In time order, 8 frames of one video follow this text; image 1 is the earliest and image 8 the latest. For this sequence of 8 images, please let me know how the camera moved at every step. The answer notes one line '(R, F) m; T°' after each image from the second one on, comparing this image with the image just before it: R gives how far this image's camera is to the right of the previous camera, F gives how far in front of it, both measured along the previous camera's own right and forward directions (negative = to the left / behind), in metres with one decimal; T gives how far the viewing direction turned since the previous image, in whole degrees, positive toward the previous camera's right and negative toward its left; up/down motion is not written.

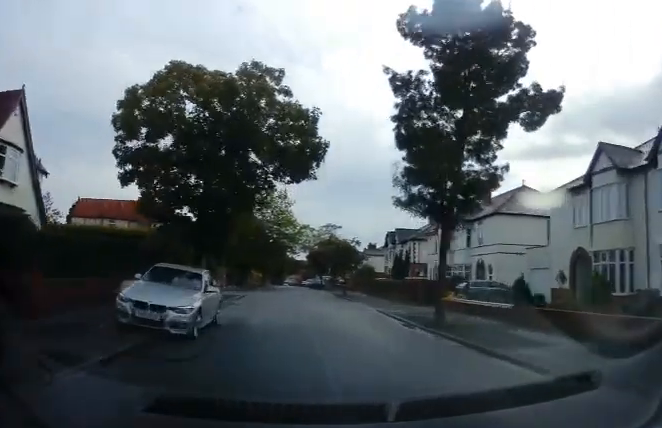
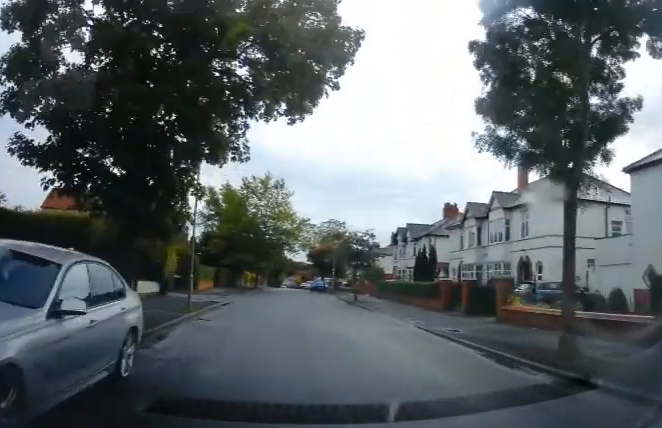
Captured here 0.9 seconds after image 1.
(+0.1, +7.0) m; -3°
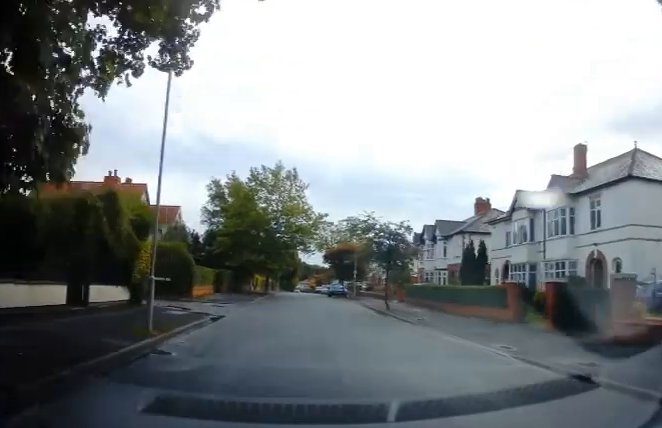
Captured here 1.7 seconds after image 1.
(-0.2, +5.6) m; -2°
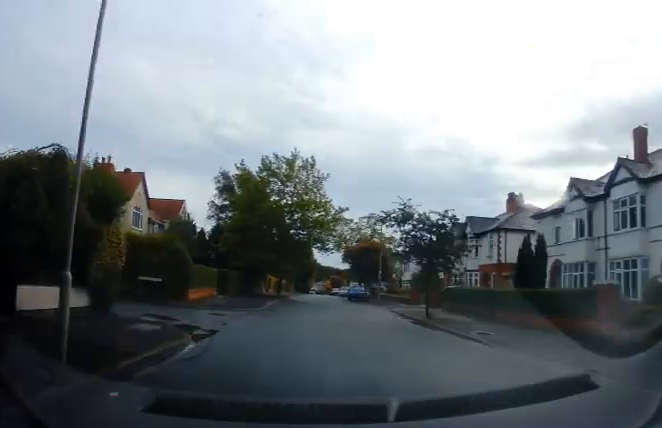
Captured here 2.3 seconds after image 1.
(-0.4, +4.7) m; 0°
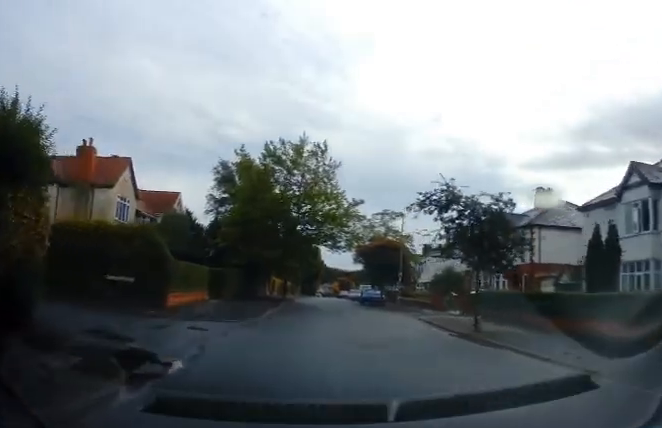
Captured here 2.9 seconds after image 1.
(+0.4, +4.5) m; +2°
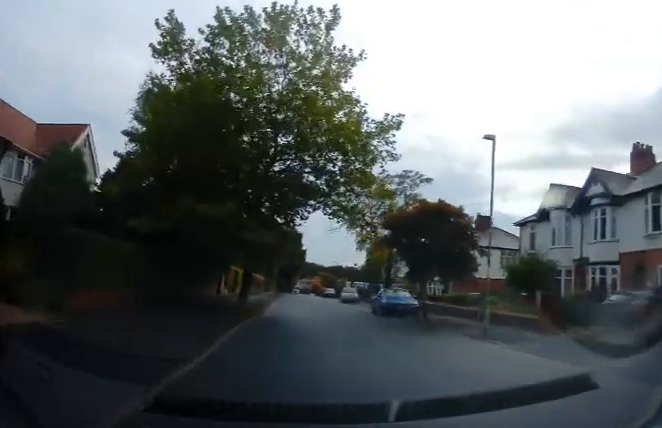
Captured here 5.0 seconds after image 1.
(+0.1, +16.7) m; 0°
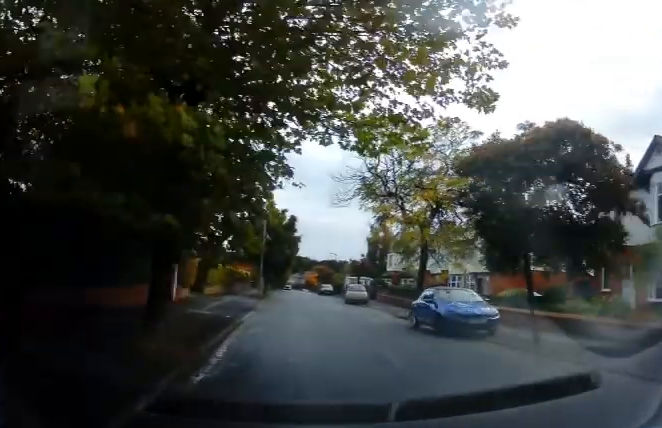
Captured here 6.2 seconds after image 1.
(0.0, +9.7) m; +1°
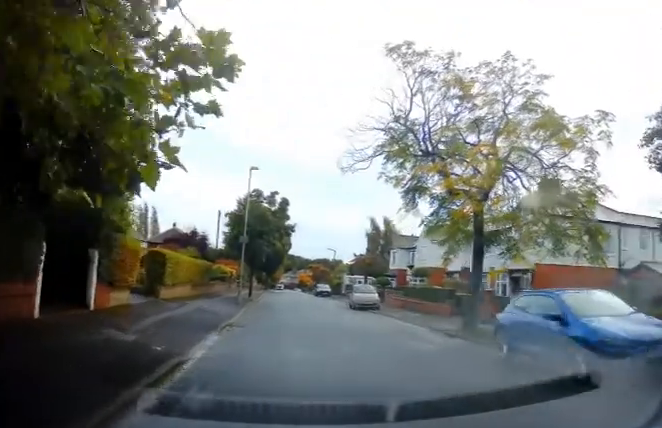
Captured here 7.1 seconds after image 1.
(+0.2, +7.5) m; +2°
